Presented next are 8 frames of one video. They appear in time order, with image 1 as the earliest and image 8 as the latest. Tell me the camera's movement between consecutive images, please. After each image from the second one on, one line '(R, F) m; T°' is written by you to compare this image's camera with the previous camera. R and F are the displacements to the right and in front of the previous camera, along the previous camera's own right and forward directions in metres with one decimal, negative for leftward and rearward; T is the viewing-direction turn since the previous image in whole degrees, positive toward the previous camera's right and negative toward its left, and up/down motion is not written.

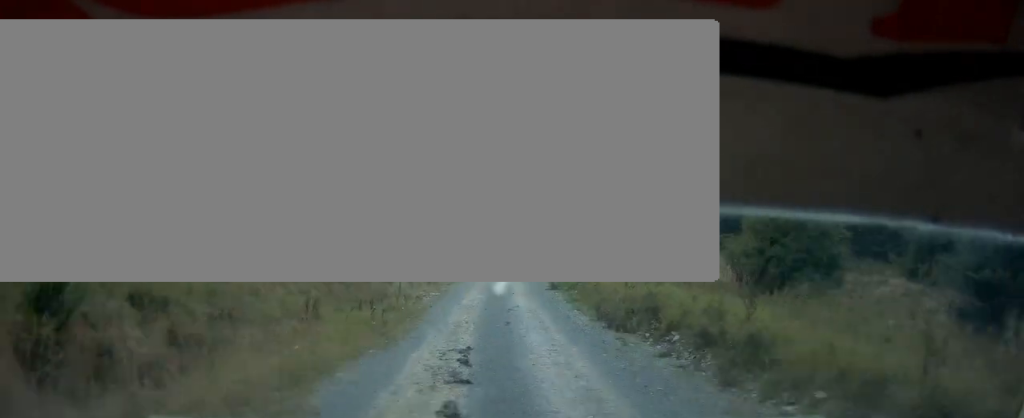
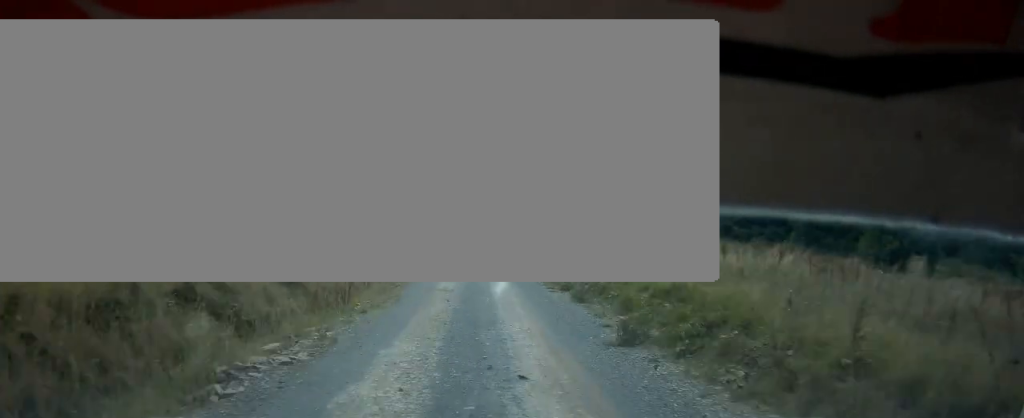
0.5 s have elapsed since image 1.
(-0.1, +11.9) m; +6°
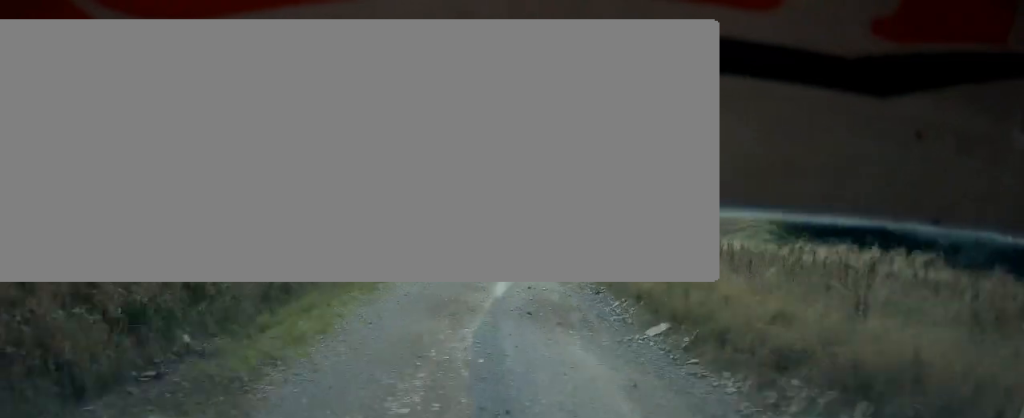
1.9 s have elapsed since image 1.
(+5.2, +27.8) m; +35°
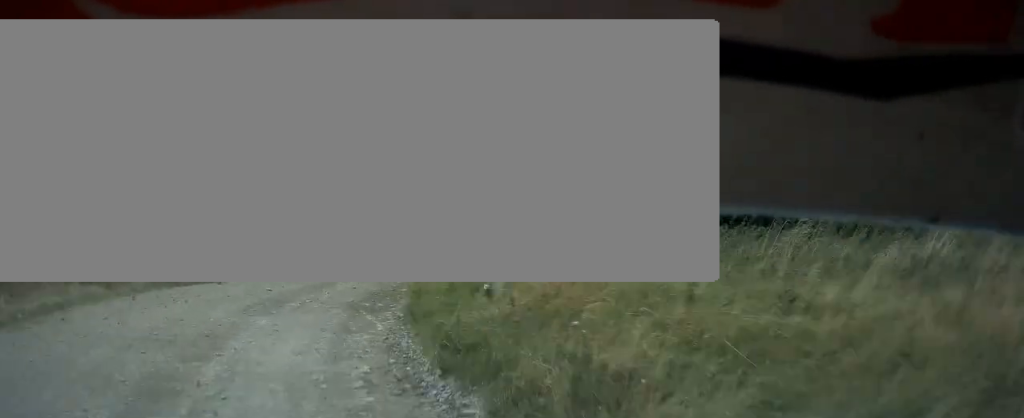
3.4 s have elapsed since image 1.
(+10.1, +24.0) m; +35°
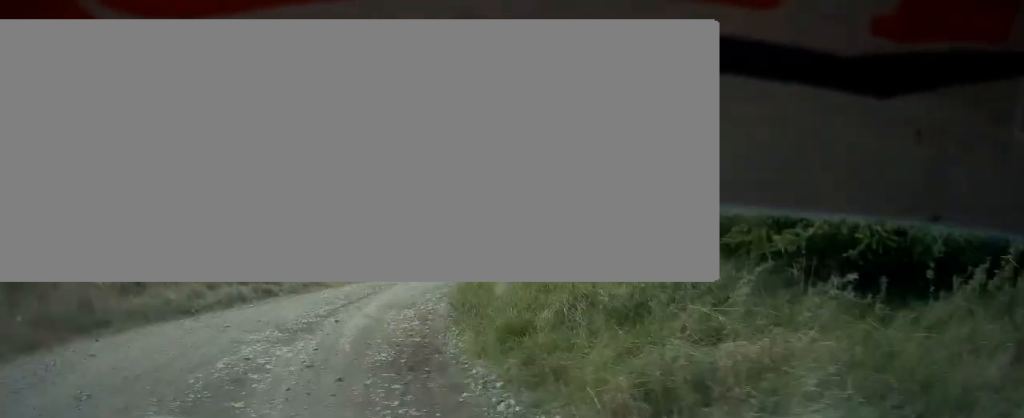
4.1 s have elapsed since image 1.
(+0.7, +12.5) m; +9°
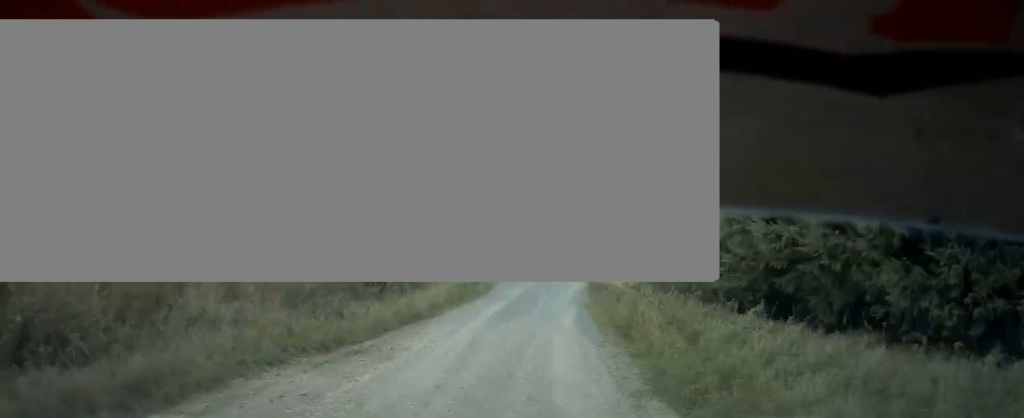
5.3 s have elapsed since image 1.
(+2.5, +27.0) m; +7°
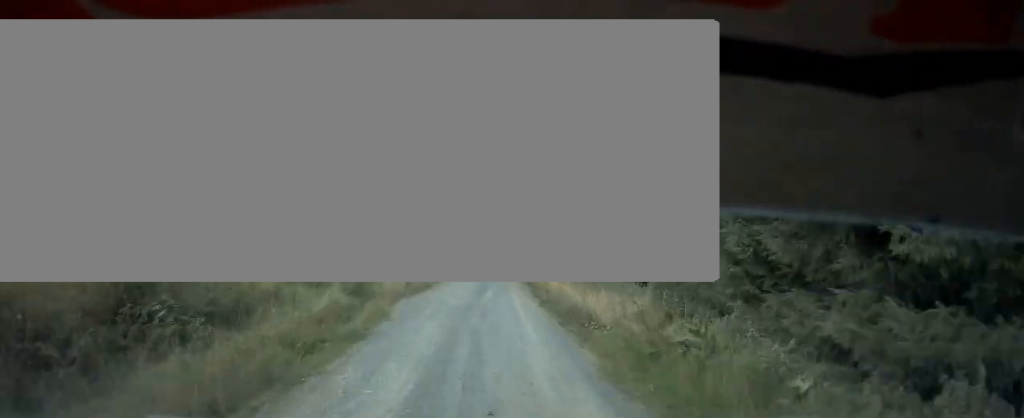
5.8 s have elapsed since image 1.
(+0.2, +12.0) m; +1°
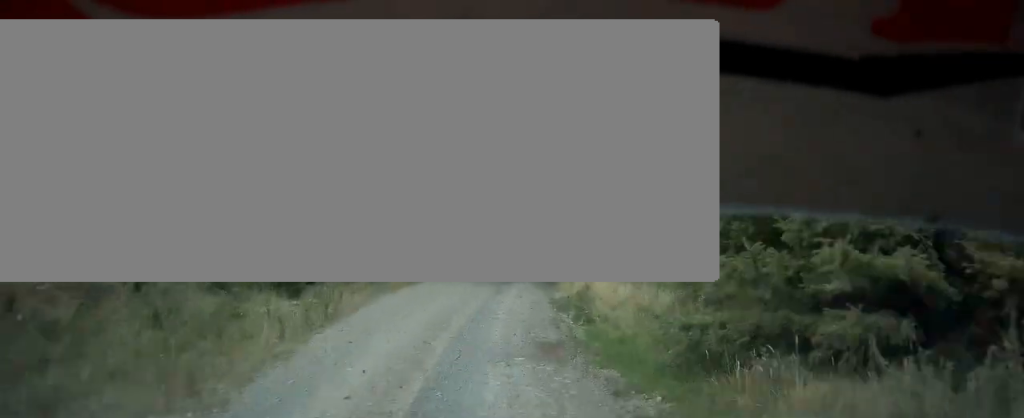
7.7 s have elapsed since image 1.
(+3.4, +49.1) m; +10°
